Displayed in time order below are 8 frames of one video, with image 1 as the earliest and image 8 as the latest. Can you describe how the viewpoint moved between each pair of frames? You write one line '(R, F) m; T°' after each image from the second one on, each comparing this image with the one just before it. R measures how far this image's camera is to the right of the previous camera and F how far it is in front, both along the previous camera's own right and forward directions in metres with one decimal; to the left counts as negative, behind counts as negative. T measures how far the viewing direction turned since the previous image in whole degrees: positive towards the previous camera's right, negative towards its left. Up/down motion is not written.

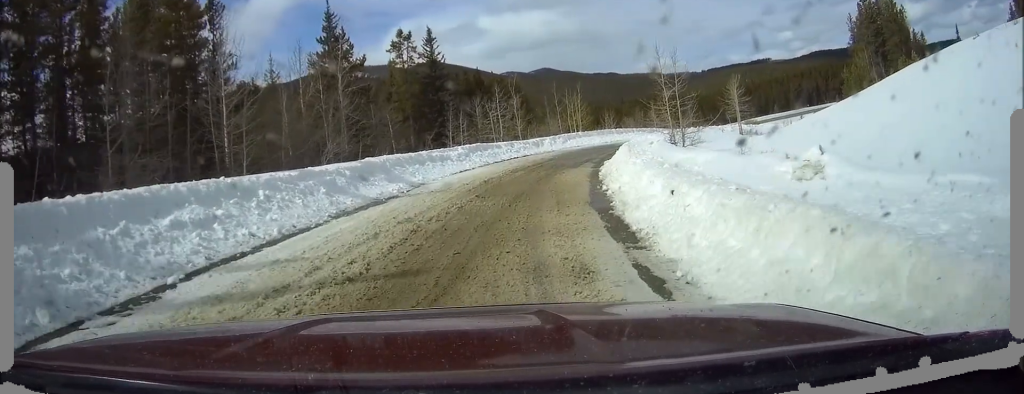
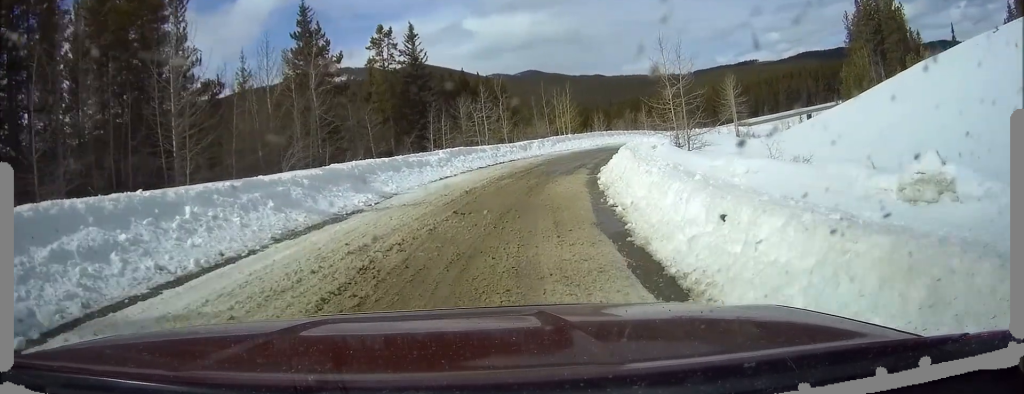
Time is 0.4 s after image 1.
(0.0, +2.9) m; +1°
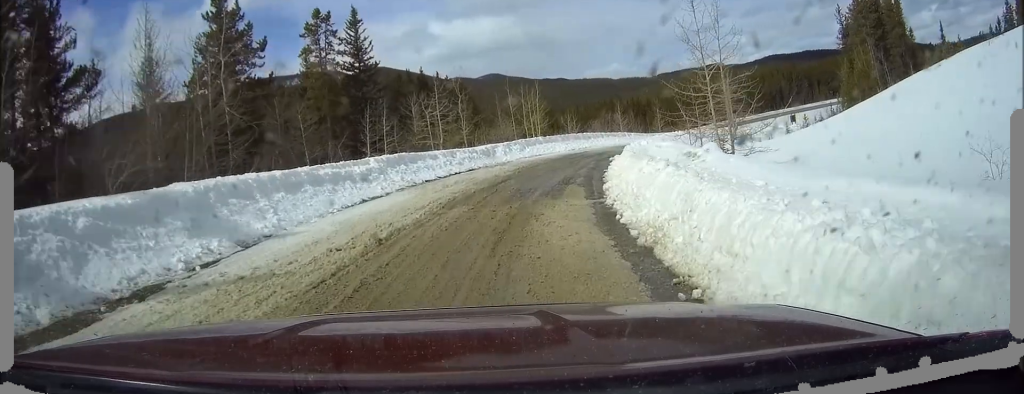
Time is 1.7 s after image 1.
(-0.1, +8.6) m; -2°
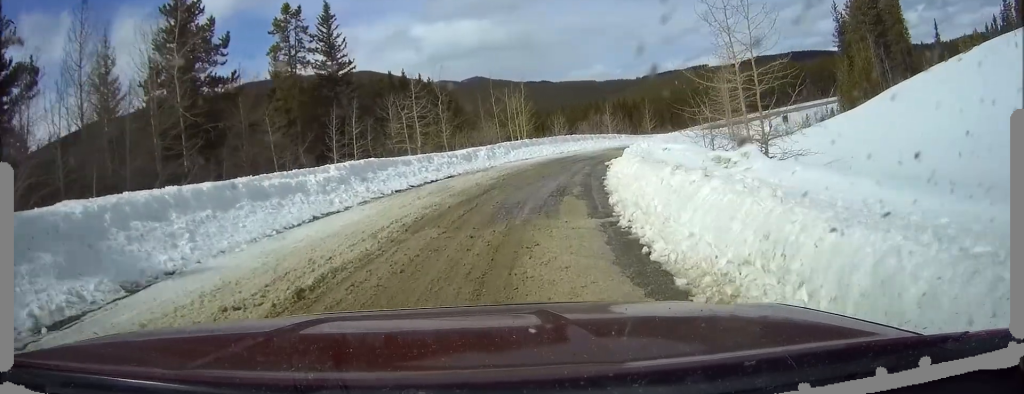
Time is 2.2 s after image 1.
(-0.1, +3.3) m; 0°
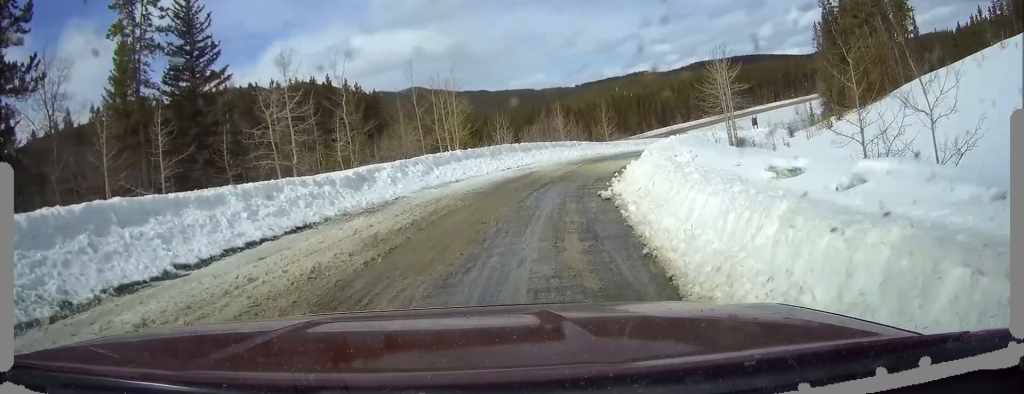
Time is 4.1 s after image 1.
(+0.7, +12.0) m; +9°
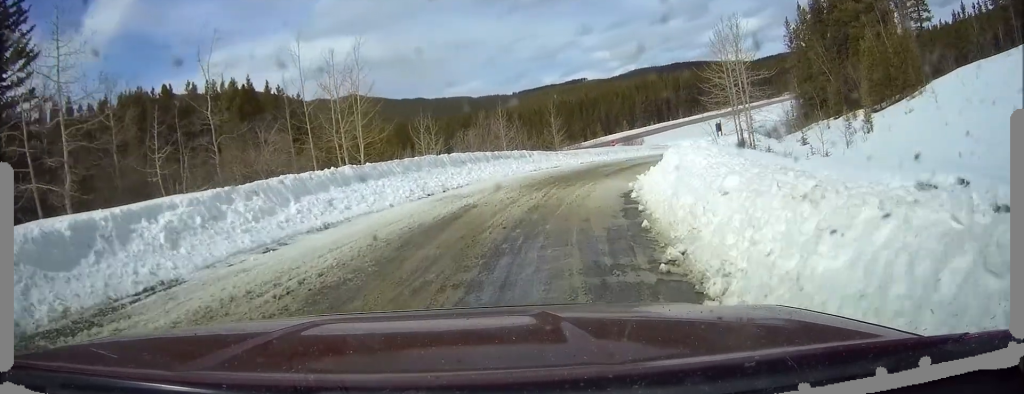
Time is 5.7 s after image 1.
(+0.6, +10.7) m; +5°
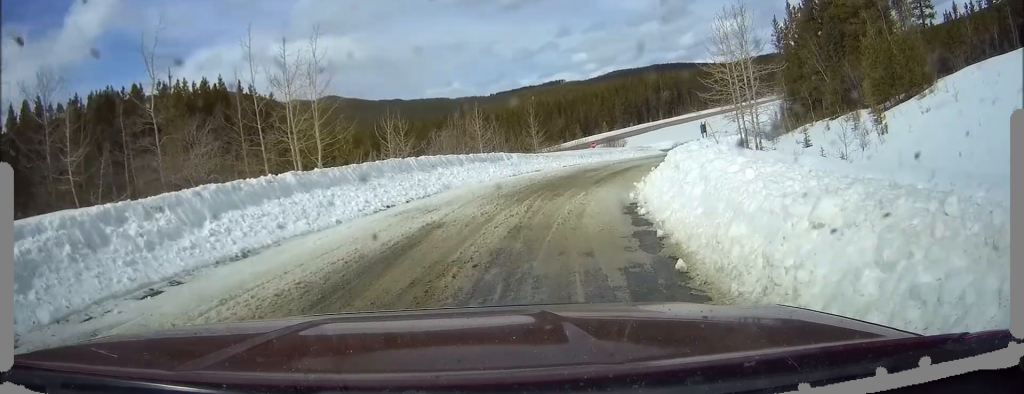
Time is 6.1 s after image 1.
(0.0, +3.1) m; +2°
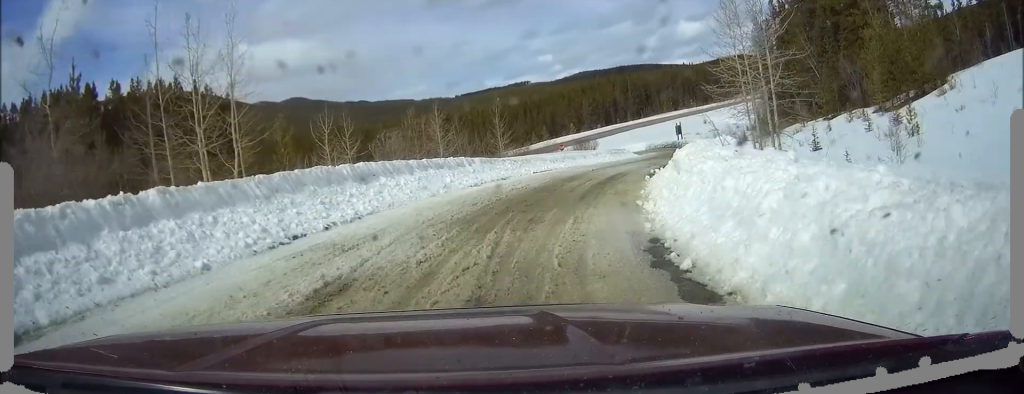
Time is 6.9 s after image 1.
(+0.1, +4.8) m; +5°
